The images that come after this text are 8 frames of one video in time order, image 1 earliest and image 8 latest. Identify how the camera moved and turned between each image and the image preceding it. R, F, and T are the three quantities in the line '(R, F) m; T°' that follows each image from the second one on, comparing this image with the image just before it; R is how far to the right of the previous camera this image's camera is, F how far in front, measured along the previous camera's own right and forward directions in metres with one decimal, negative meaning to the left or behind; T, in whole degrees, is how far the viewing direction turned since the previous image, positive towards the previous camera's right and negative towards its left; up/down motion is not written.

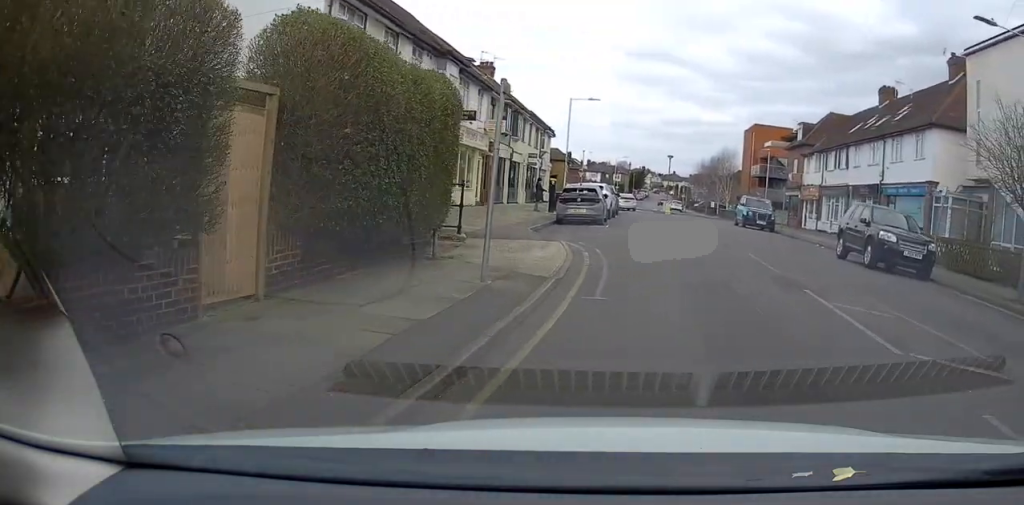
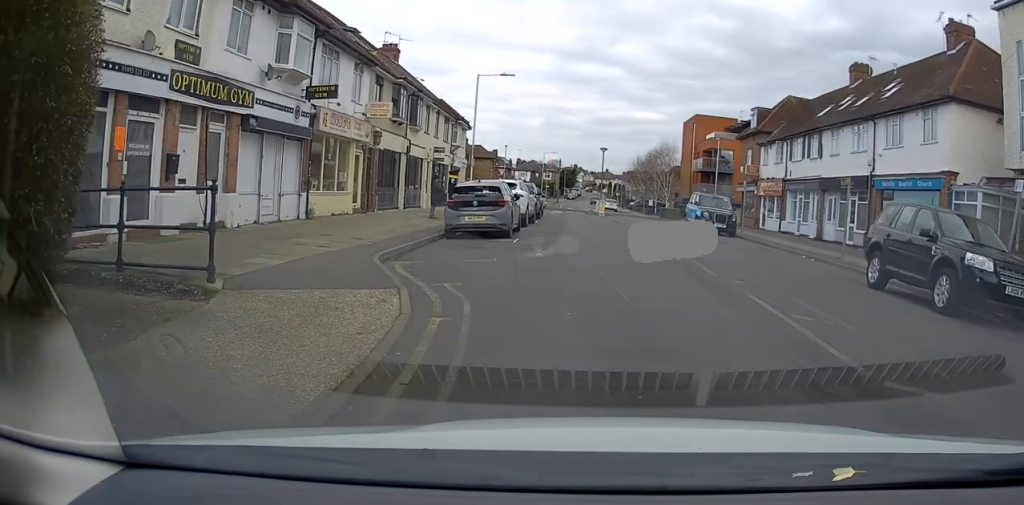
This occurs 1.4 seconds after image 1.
(+0.5, +7.0) m; +7°
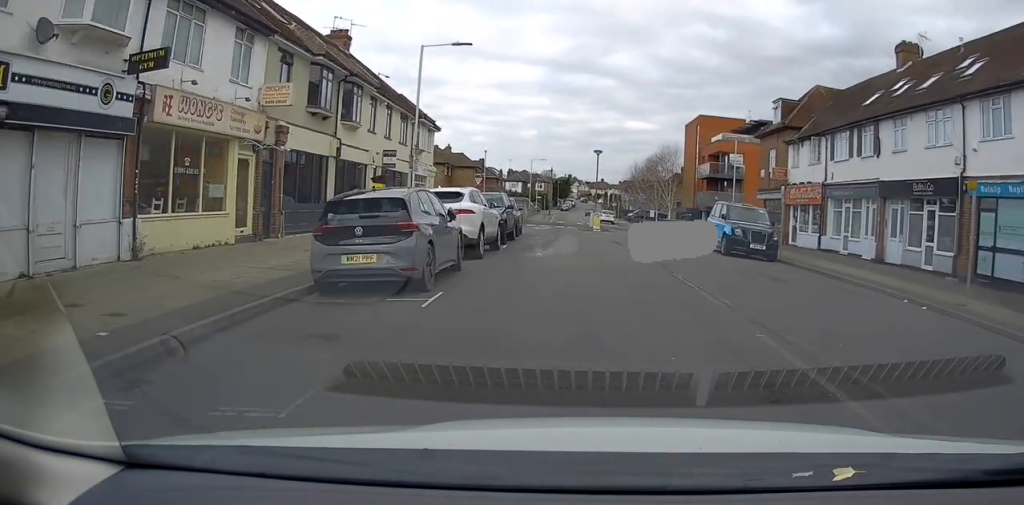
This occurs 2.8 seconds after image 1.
(+0.2, +7.4) m; +1°
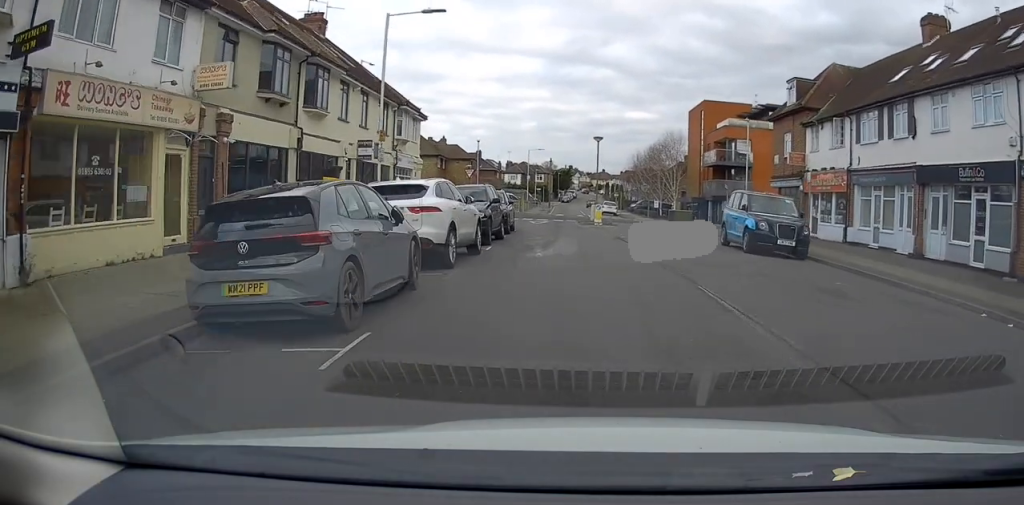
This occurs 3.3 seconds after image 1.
(+0.1, +3.2) m; -2°
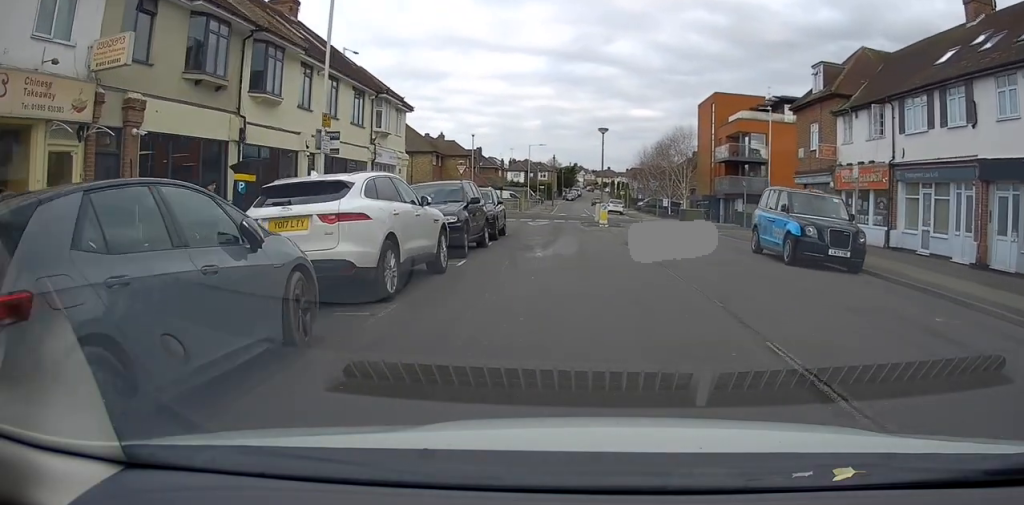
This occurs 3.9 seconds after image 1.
(-0.1, +3.8) m; -2°
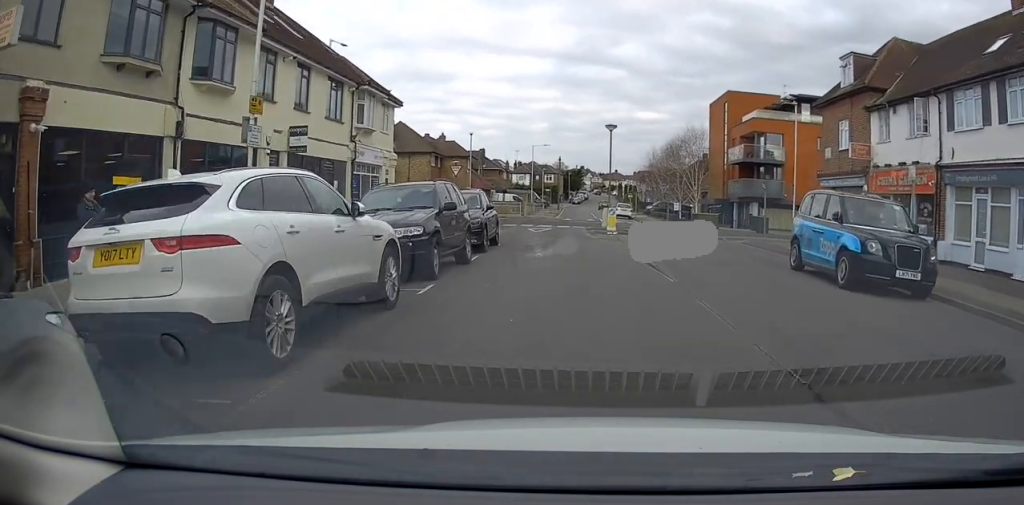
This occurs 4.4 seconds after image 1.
(-0.1, +3.1) m; -2°
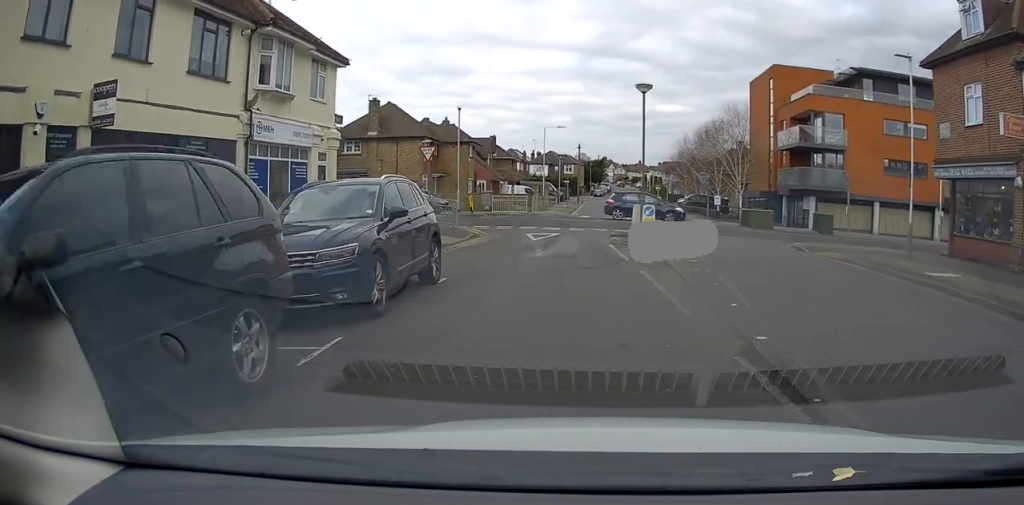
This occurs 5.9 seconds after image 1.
(-0.2, +9.5) m; -1°
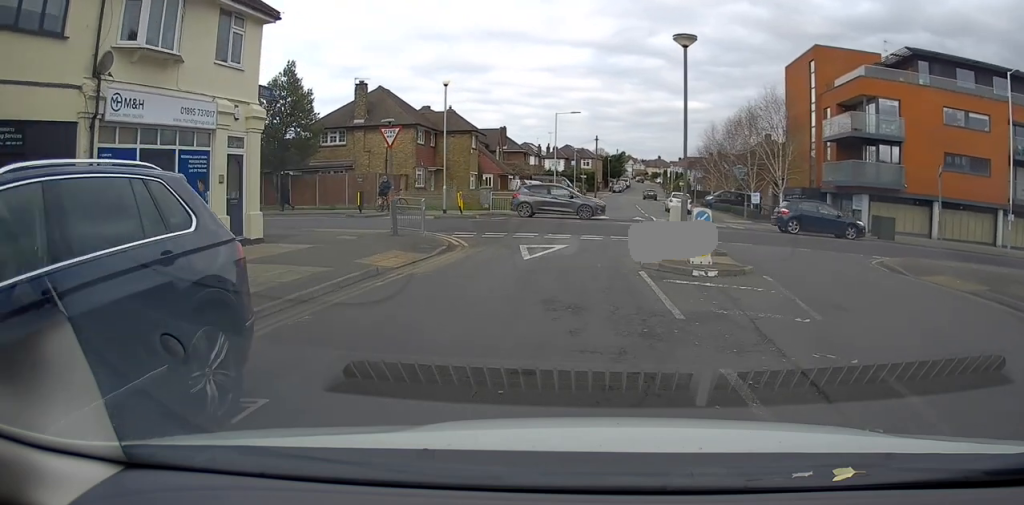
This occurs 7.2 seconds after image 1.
(+0.1, +6.7) m; +1°
